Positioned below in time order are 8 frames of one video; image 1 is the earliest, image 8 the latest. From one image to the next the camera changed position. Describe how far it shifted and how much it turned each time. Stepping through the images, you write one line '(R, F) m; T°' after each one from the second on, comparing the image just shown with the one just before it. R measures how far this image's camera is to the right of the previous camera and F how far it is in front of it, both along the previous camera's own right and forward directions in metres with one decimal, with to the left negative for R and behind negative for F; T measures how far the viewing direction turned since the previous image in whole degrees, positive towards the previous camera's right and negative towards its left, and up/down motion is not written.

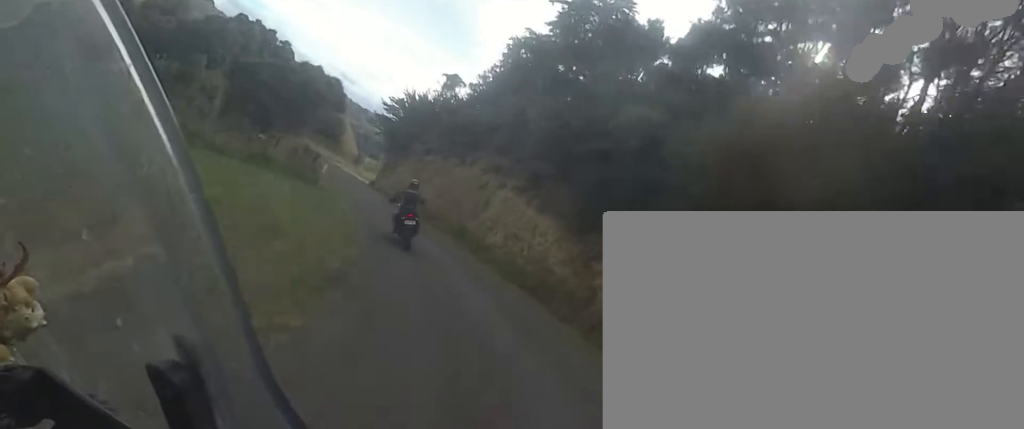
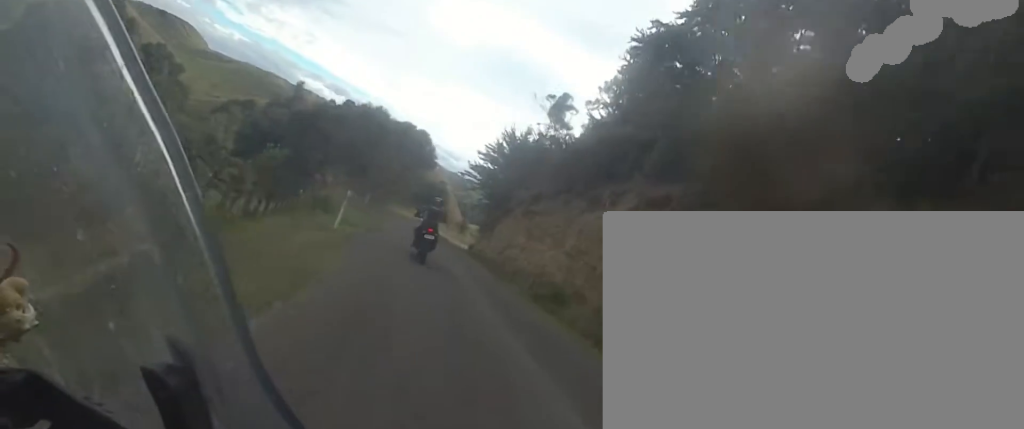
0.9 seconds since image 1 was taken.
(-2.1, +14.3) m; -13°
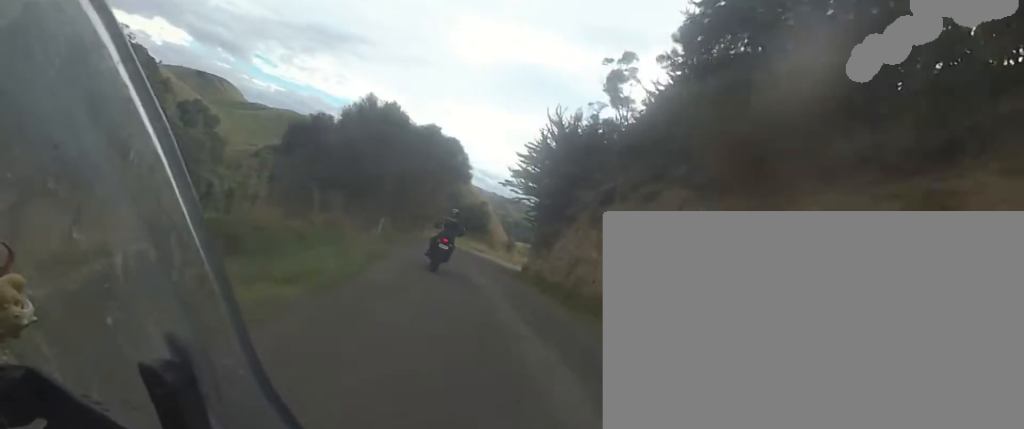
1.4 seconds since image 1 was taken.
(-0.3, +8.1) m; -5°
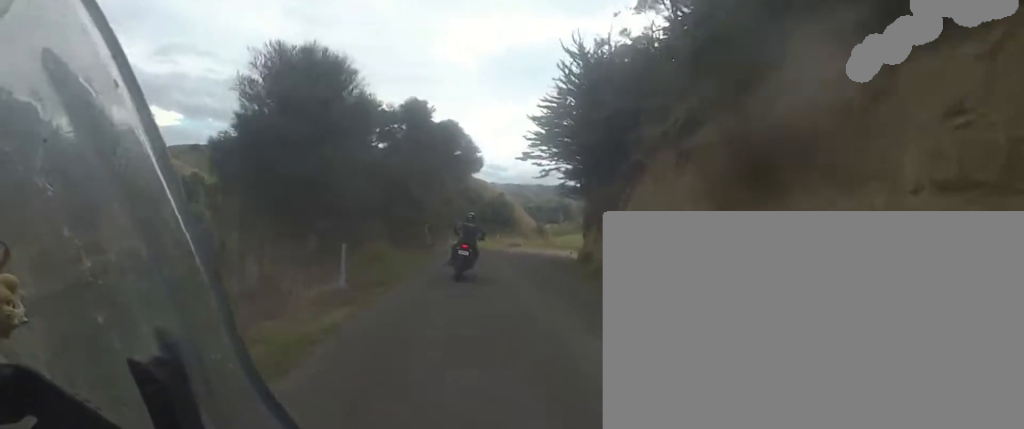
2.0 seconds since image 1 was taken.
(-0.5, +9.2) m; +2°
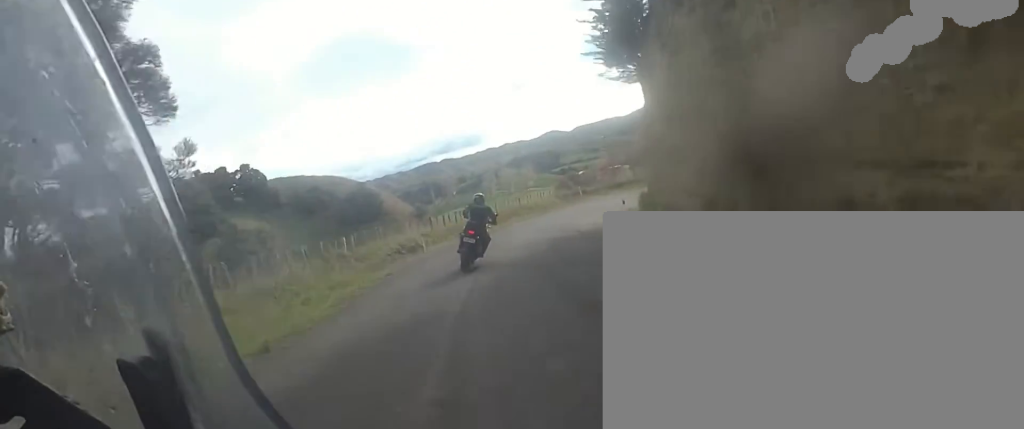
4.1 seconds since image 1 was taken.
(+5.2, +35.8) m; +19°
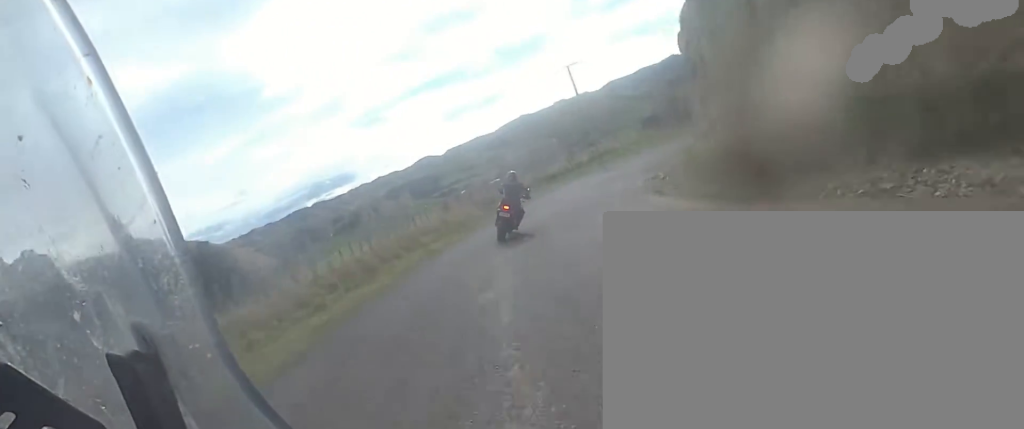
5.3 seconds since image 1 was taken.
(+1.5, +17.8) m; +10°
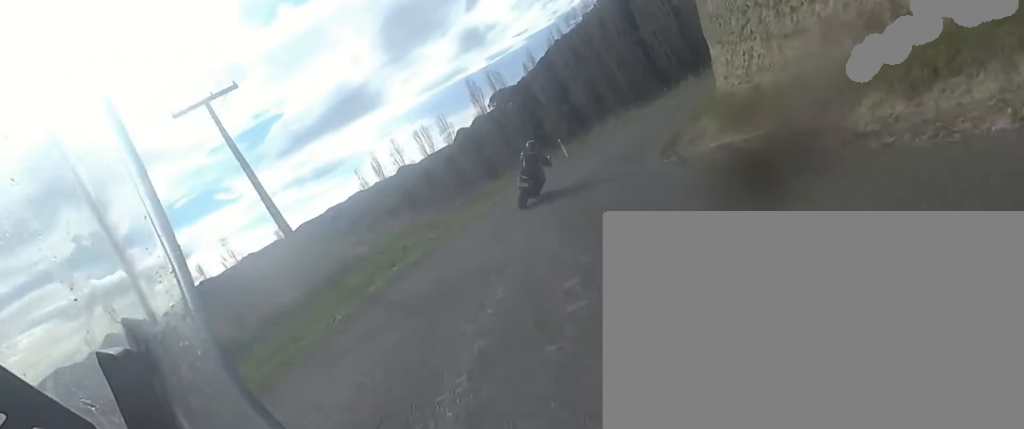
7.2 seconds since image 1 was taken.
(+6.8, +25.0) m; +32°
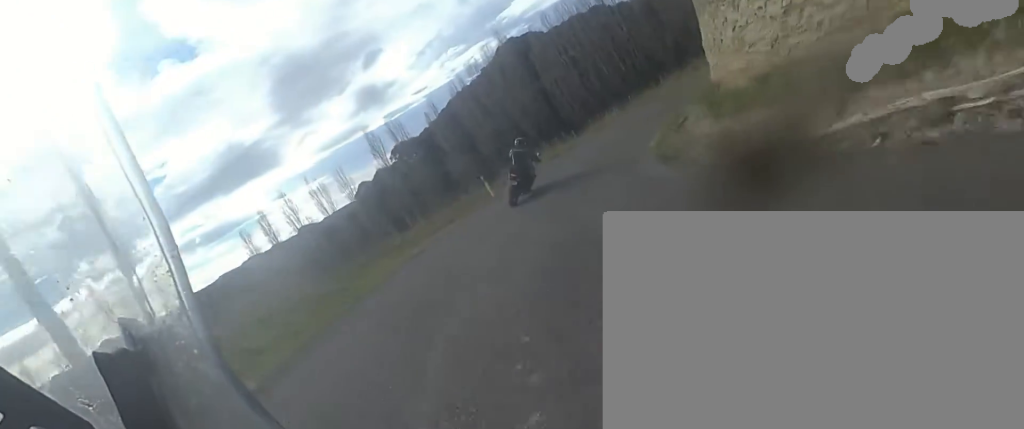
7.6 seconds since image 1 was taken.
(+0.4, +6.2) m; +8°
